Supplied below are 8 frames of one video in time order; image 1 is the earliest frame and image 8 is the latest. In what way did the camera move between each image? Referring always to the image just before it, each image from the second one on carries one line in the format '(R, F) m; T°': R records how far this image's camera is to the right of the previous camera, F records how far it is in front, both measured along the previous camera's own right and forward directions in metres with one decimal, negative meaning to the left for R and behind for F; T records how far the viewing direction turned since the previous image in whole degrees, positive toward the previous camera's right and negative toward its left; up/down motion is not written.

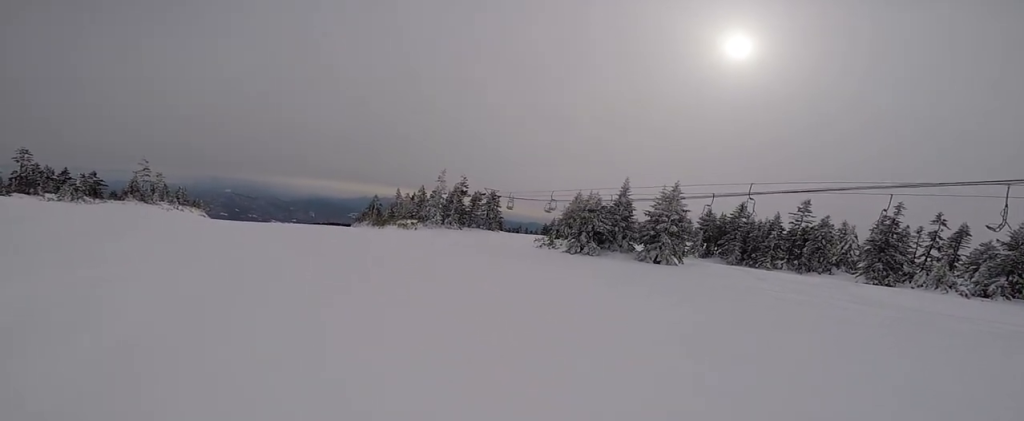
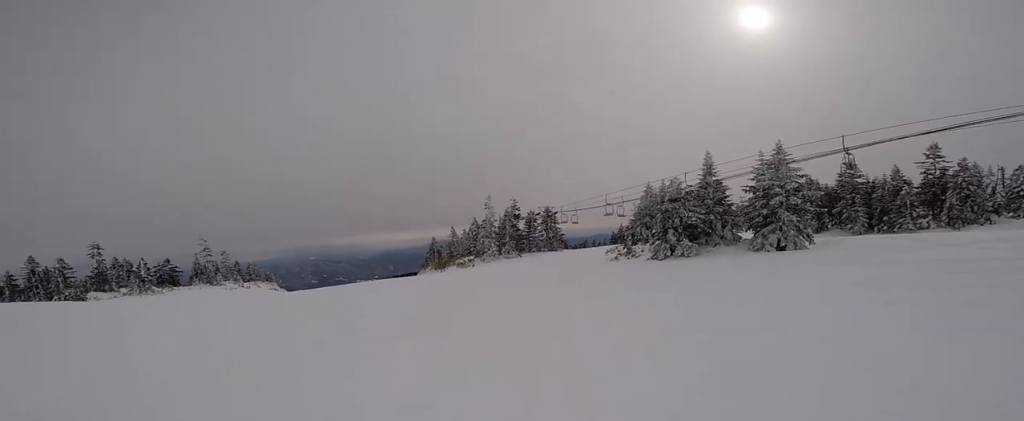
(+0.1, +5.4) m; 0°
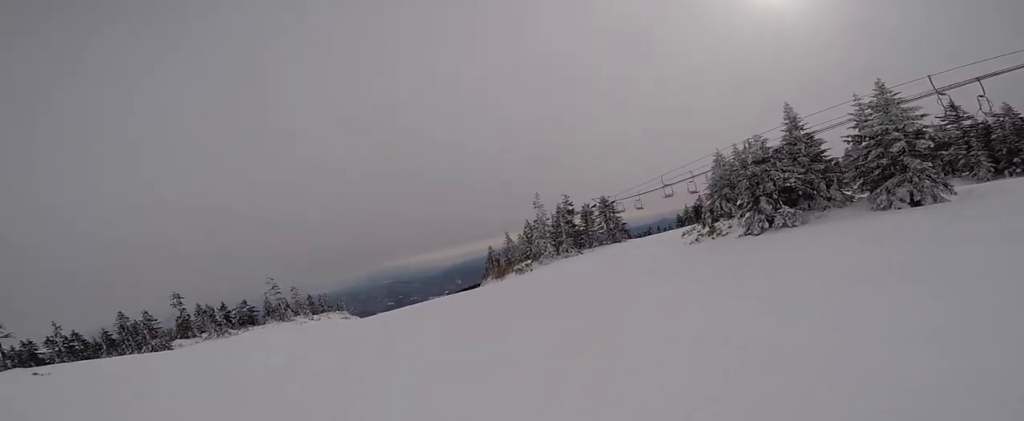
(+0.1, +3.1) m; -7°
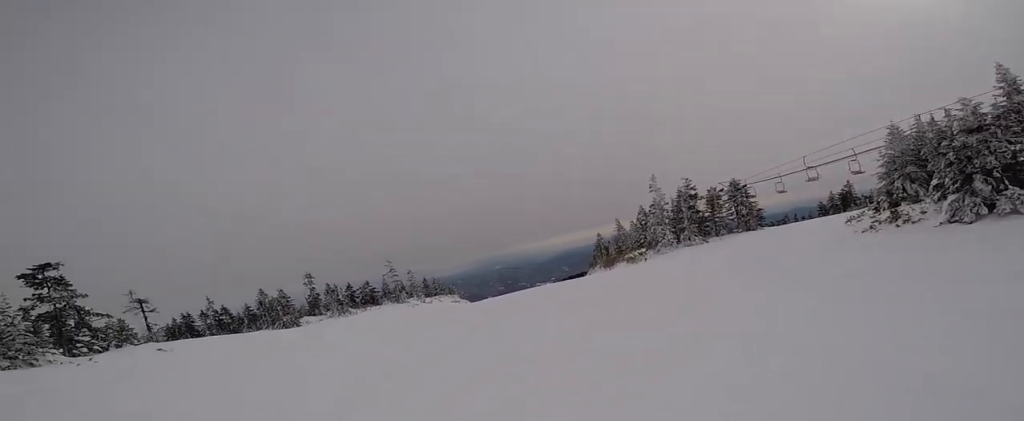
(-0.1, +2.5) m; -12°
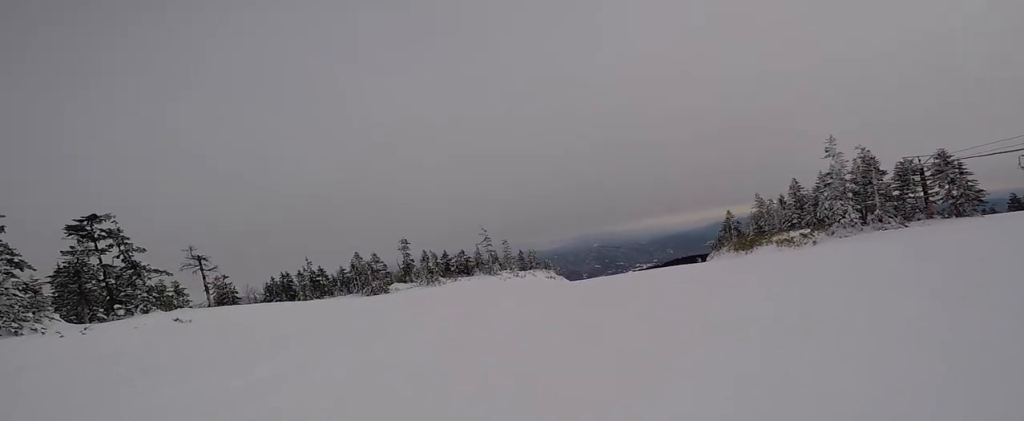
(-3.1, +5.9) m; -44°
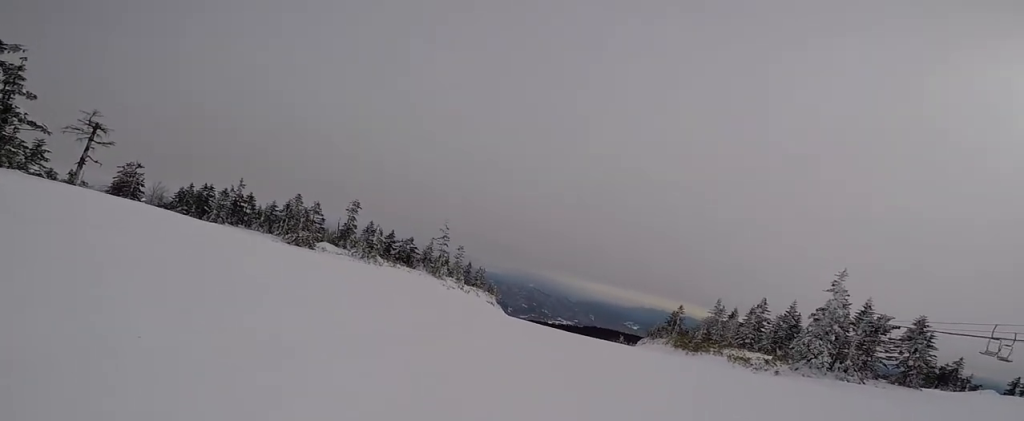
(+0.2, +5.0) m; +18°
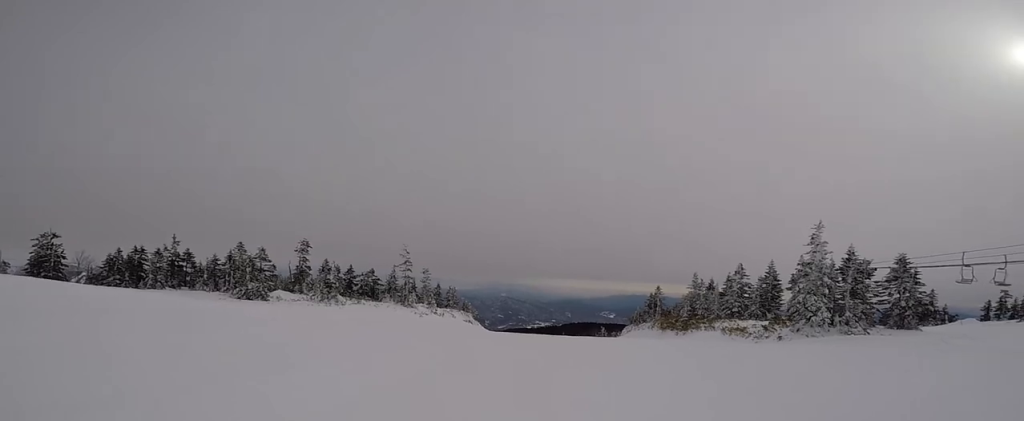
(+0.3, +2.4) m; +12°
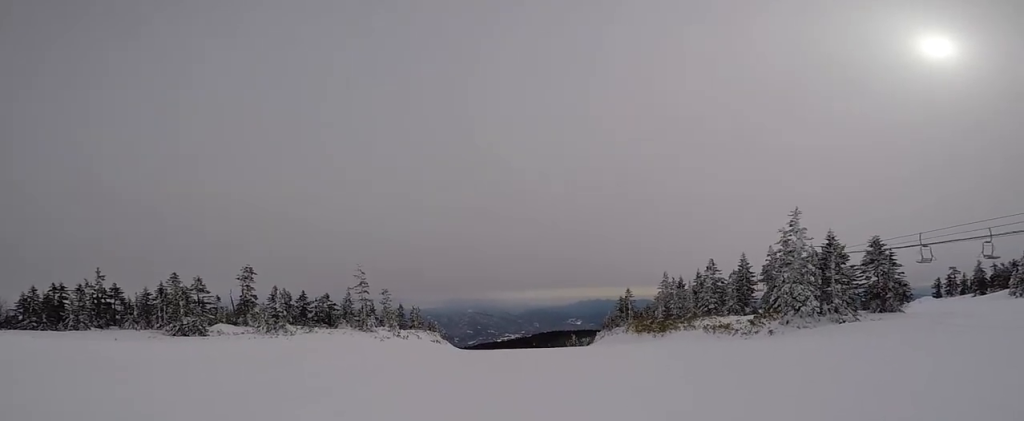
(+0.1, +3.0) m; +11°
